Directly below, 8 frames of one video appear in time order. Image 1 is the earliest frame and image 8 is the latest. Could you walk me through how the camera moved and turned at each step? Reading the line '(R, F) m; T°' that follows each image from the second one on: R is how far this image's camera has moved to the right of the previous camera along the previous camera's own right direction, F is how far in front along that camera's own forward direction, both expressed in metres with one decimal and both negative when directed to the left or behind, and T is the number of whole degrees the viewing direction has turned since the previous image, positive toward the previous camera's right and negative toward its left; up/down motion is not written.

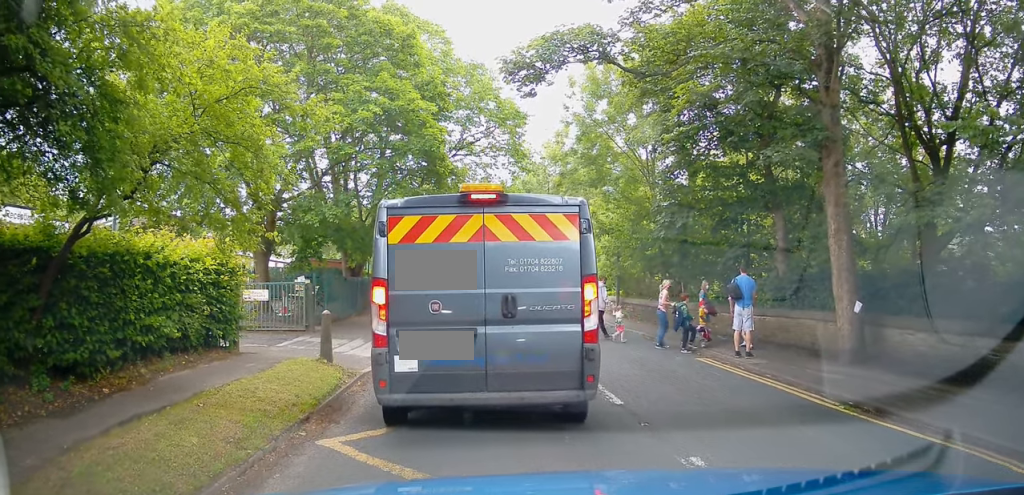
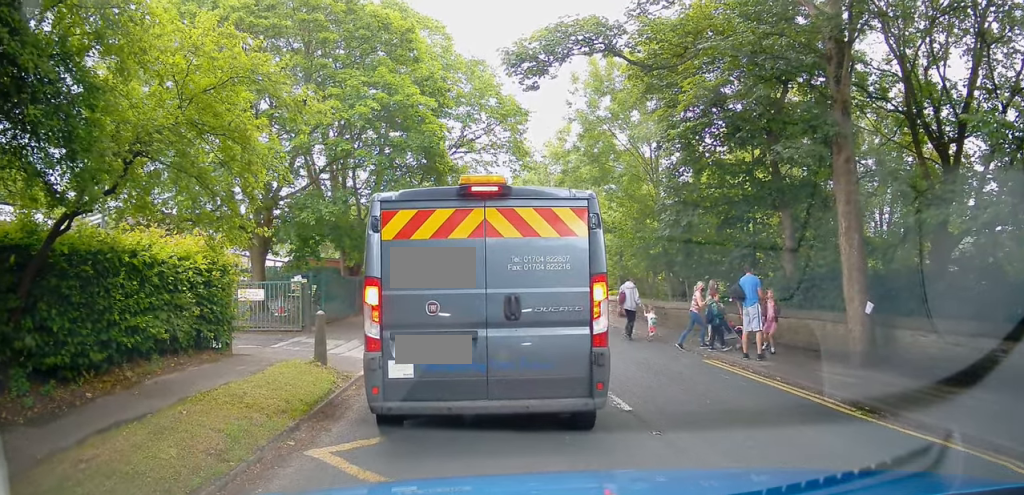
(0.0, 0.0) m; 0°
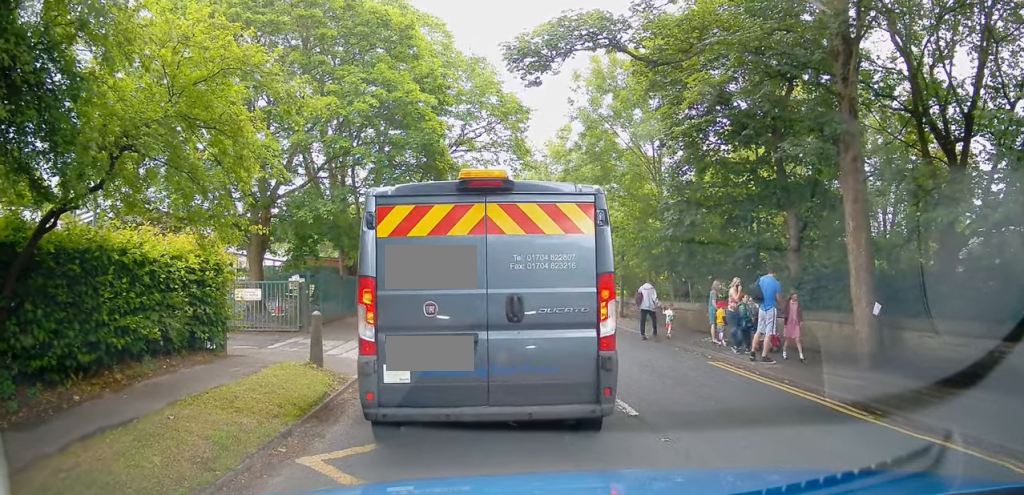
(0.0, 0.0) m; 0°
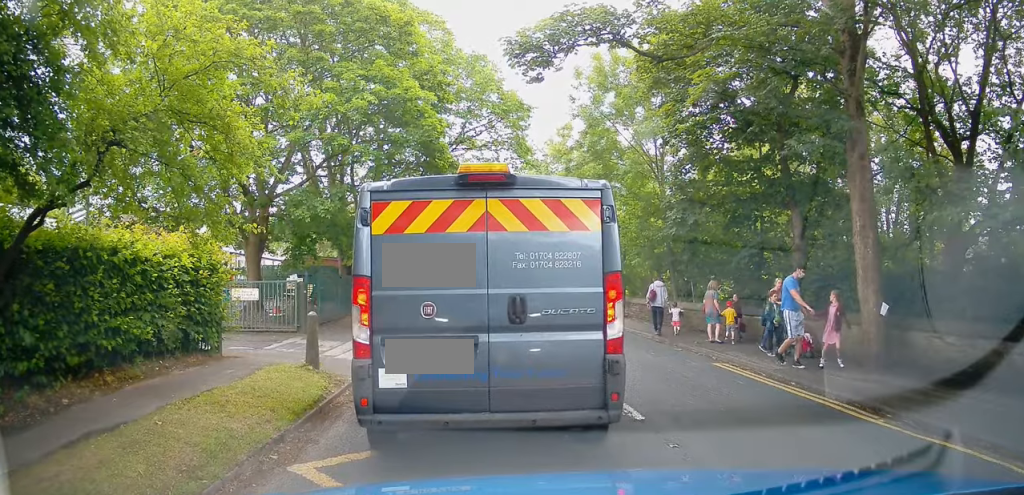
(0.0, 0.0) m; 0°
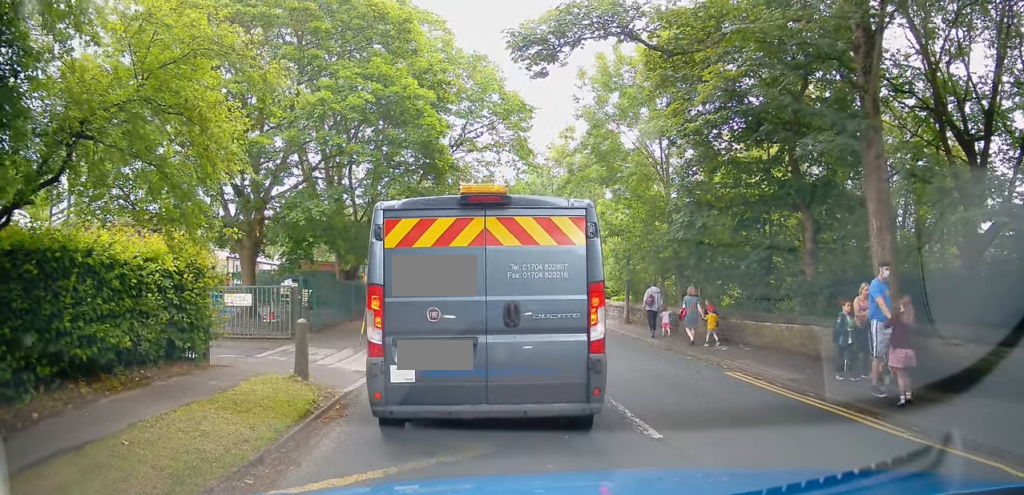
(-0.2, +0.3) m; +1°
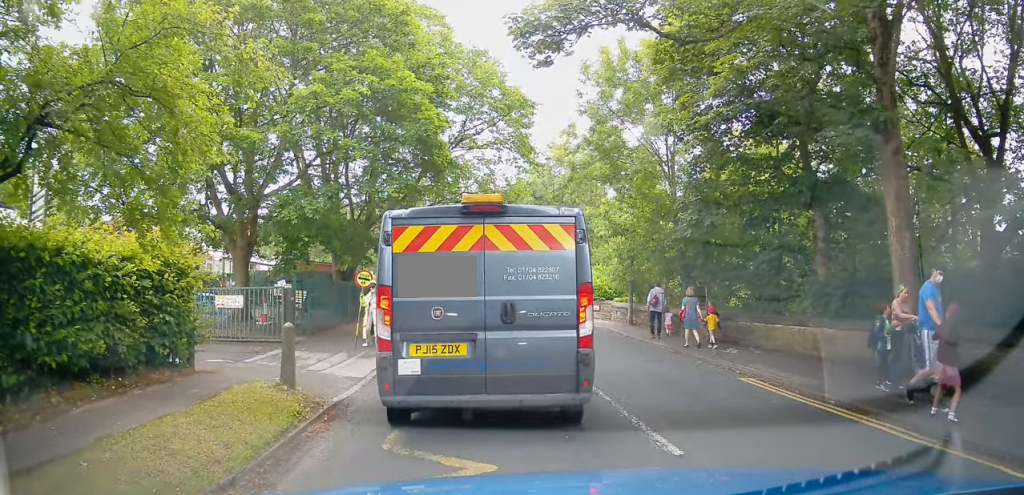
(-0.1, +0.4) m; +1°
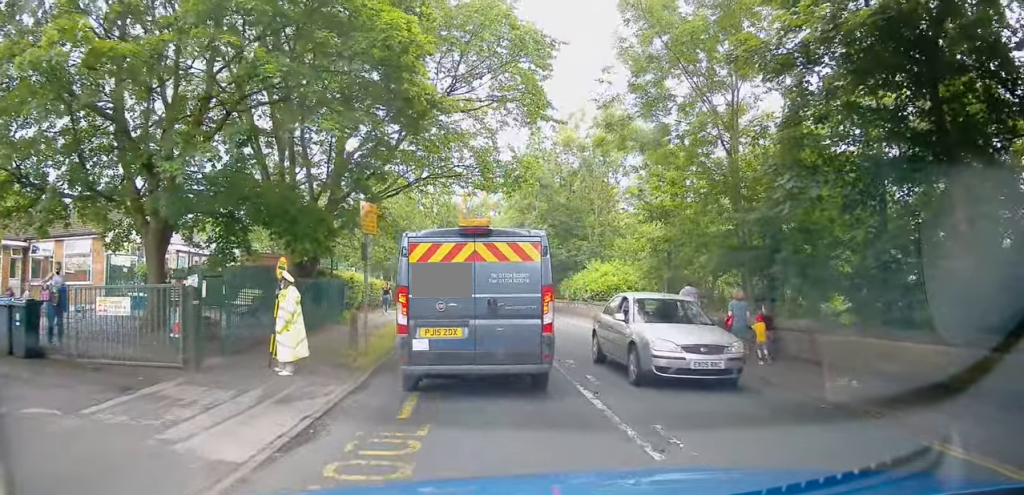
(-0.2, +4.9) m; -6°
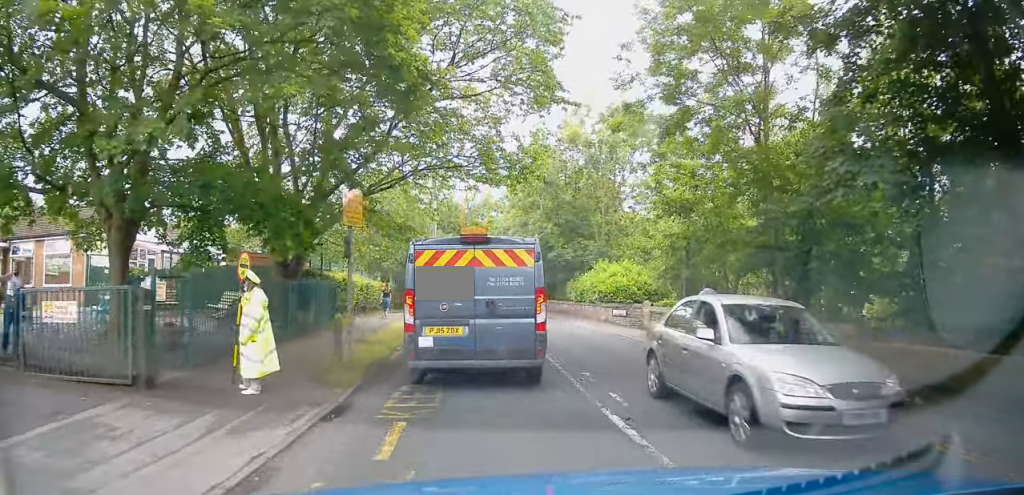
(-0.2, +1.5) m; -1°
